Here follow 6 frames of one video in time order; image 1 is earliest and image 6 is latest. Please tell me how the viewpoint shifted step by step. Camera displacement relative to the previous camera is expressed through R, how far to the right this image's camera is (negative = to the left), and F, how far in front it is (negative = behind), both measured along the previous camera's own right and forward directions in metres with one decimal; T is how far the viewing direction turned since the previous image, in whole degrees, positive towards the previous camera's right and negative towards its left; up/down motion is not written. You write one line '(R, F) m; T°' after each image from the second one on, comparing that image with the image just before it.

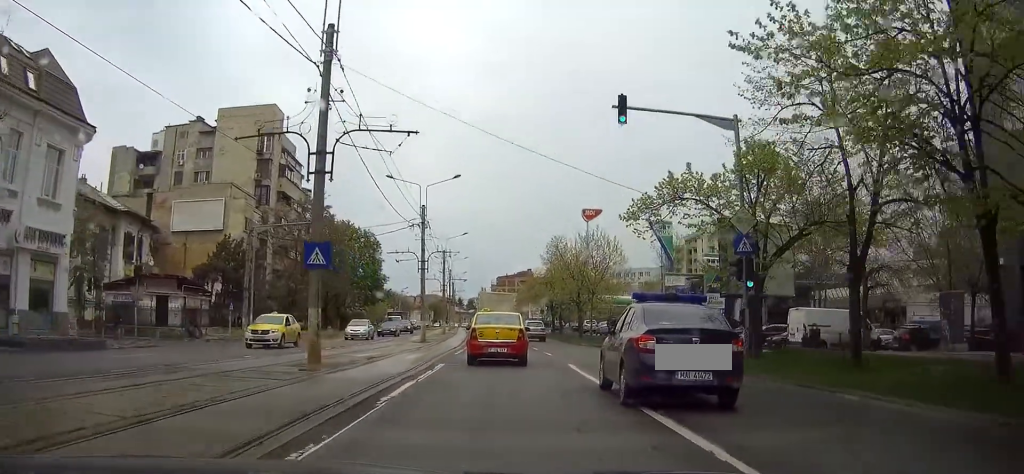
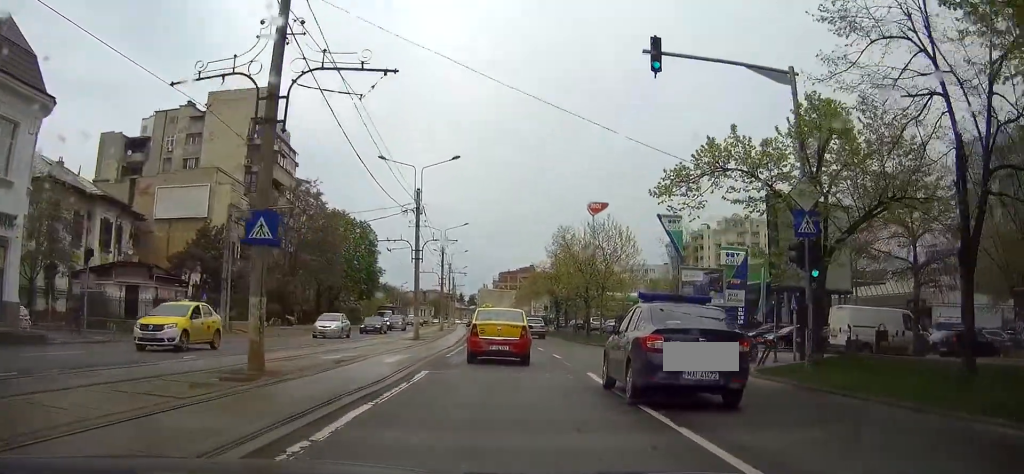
(0.0, +4.2) m; +2°
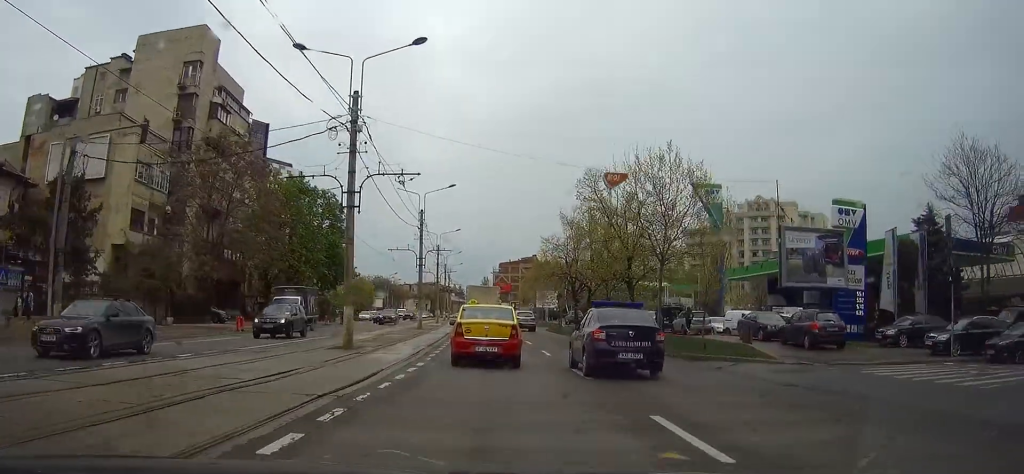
(+1.2, +19.7) m; +7°
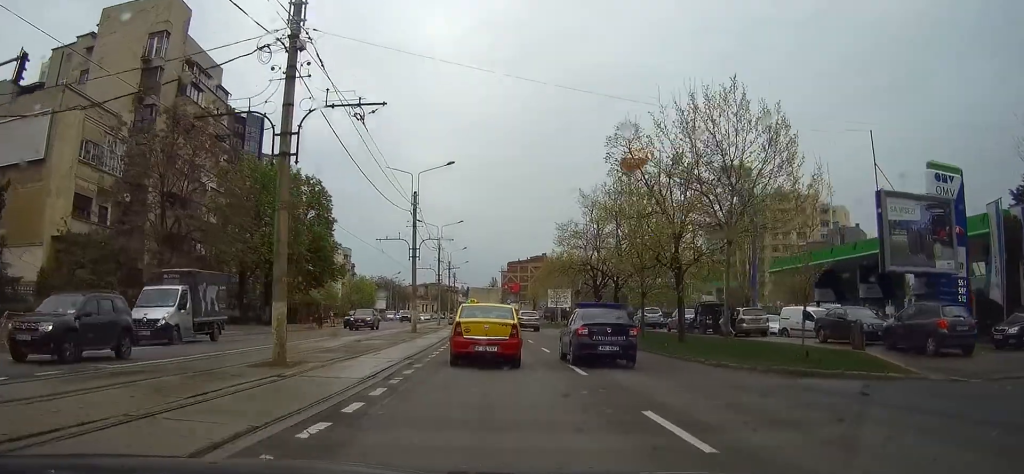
(+0.5, +9.1) m; +2°
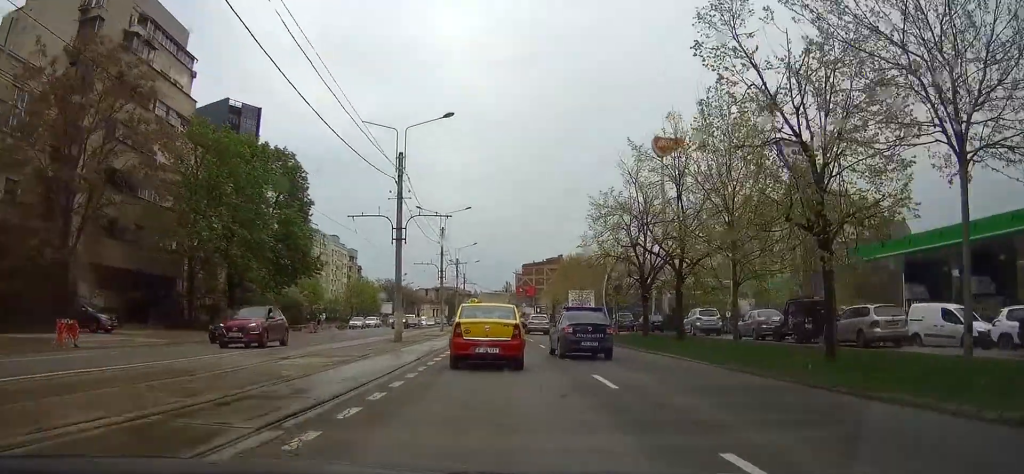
(-0.1, +13.0) m; 0°
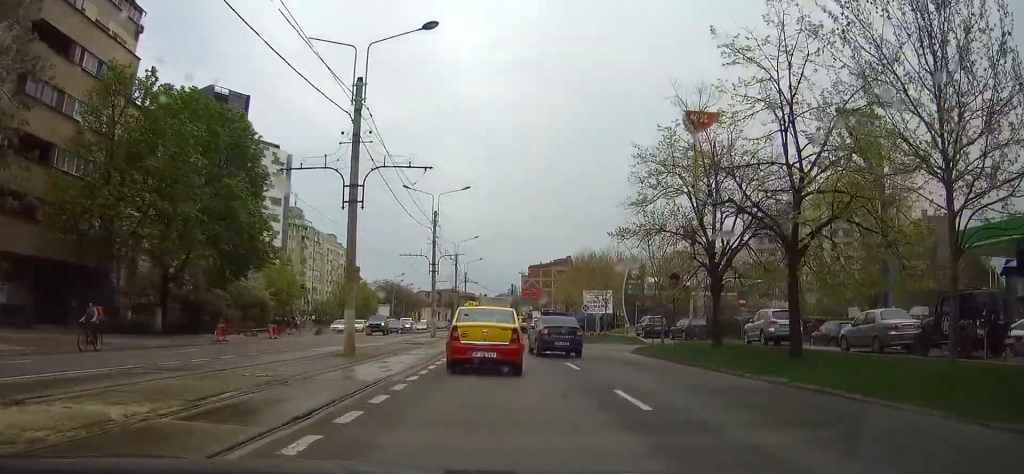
(0.0, +12.6) m; -1°
